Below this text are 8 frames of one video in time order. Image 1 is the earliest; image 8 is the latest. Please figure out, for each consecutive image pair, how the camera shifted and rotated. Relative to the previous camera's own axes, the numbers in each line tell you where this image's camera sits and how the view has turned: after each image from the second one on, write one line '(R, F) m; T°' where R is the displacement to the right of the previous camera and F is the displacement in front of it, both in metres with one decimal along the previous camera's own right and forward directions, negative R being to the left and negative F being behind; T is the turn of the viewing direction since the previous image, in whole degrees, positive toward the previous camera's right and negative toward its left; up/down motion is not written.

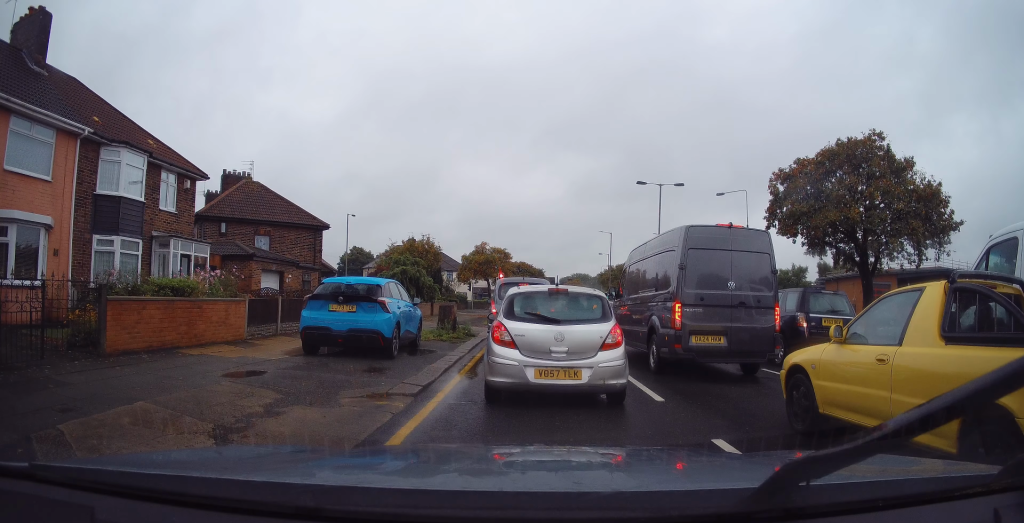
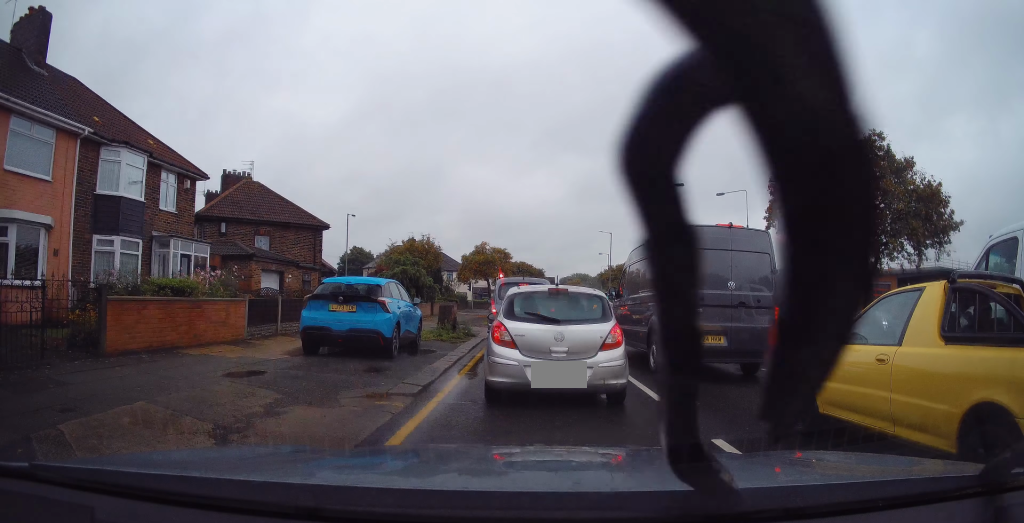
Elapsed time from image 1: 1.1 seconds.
(0.0, 0.0) m; 0°
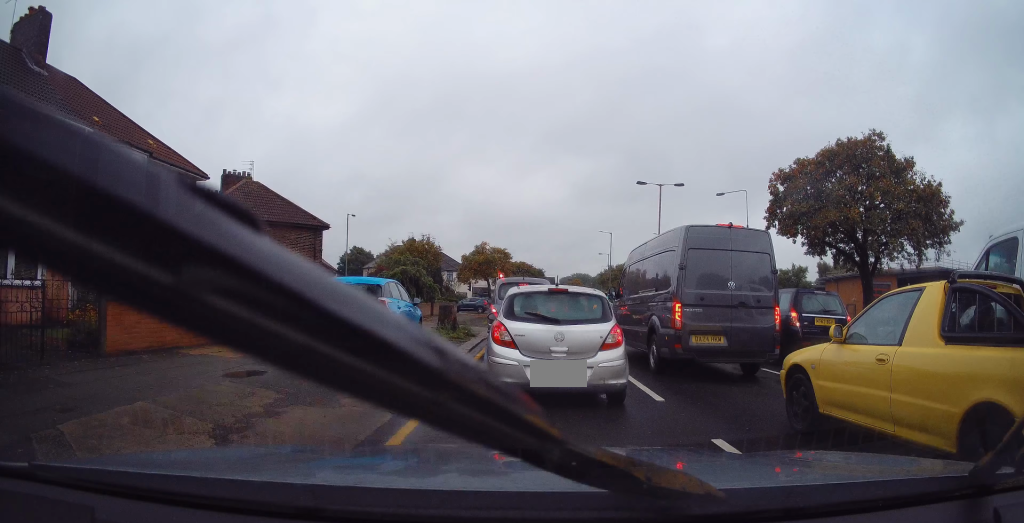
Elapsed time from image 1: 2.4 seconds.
(0.0, 0.0) m; 0°
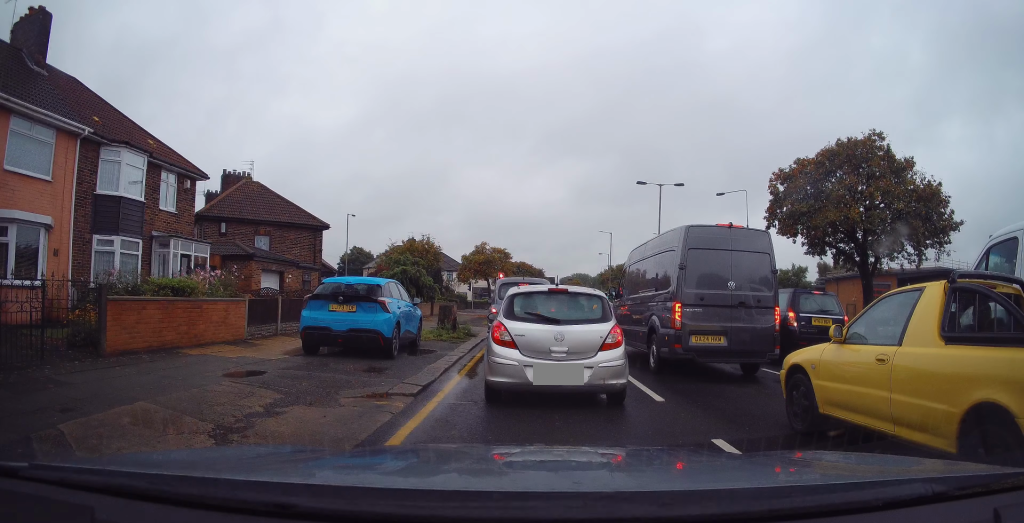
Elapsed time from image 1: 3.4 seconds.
(0.0, 0.0) m; 0°
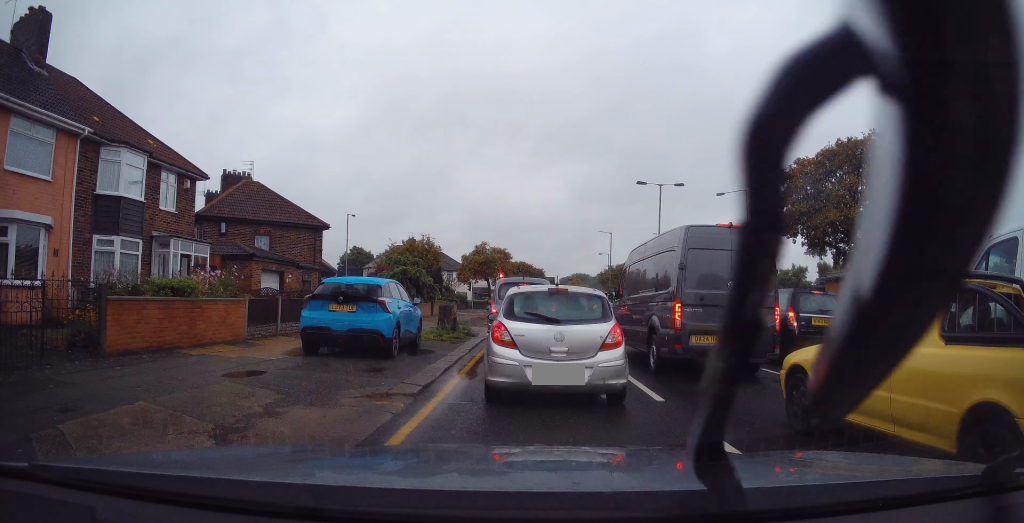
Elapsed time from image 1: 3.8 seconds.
(0.0, 0.0) m; 0°
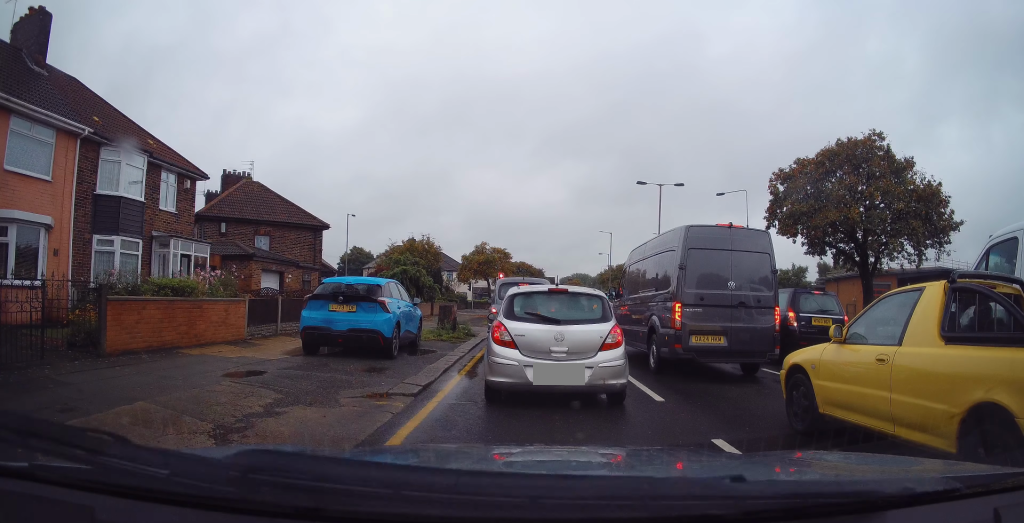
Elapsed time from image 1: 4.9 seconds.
(0.0, 0.0) m; 0°
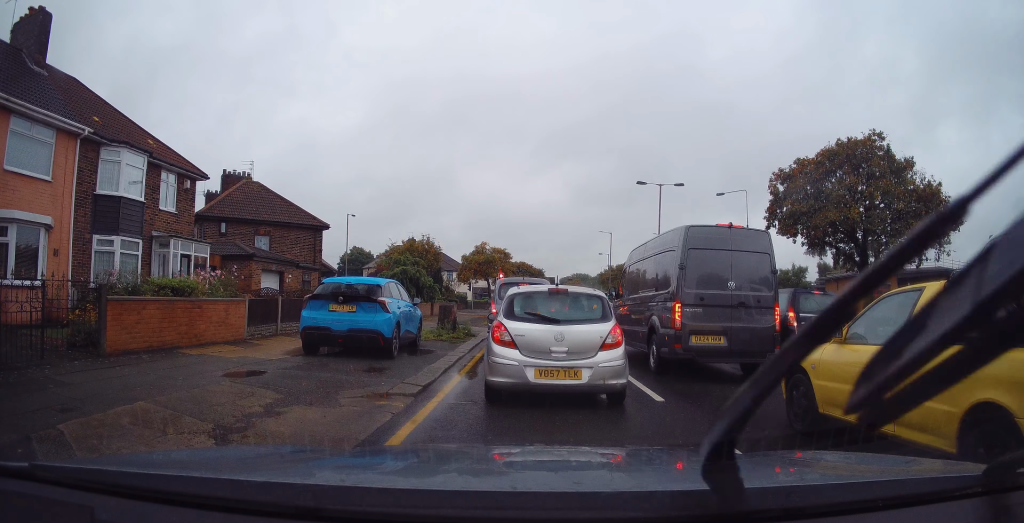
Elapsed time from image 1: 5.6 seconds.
(0.0, 0.0) m; 0°
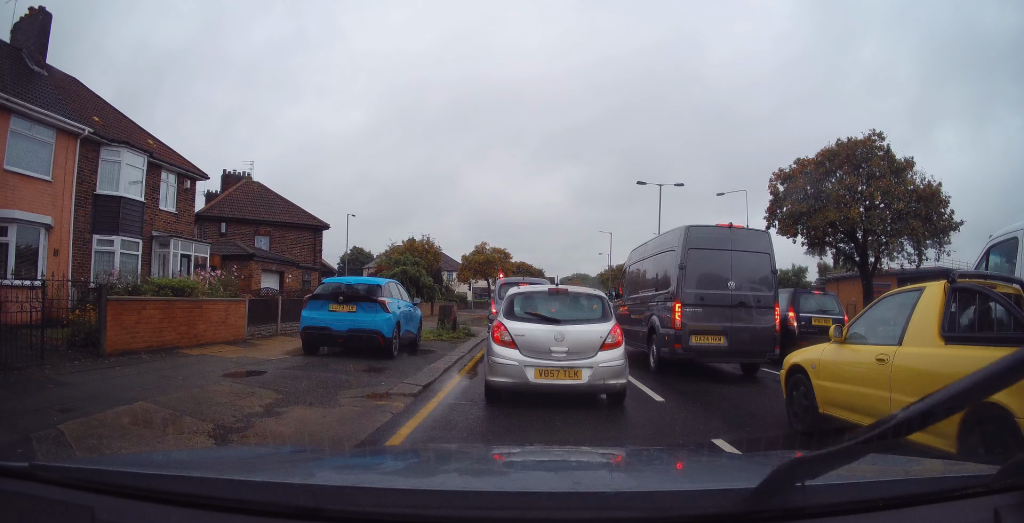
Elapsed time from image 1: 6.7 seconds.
(0.0, 0.0) m; 0°
